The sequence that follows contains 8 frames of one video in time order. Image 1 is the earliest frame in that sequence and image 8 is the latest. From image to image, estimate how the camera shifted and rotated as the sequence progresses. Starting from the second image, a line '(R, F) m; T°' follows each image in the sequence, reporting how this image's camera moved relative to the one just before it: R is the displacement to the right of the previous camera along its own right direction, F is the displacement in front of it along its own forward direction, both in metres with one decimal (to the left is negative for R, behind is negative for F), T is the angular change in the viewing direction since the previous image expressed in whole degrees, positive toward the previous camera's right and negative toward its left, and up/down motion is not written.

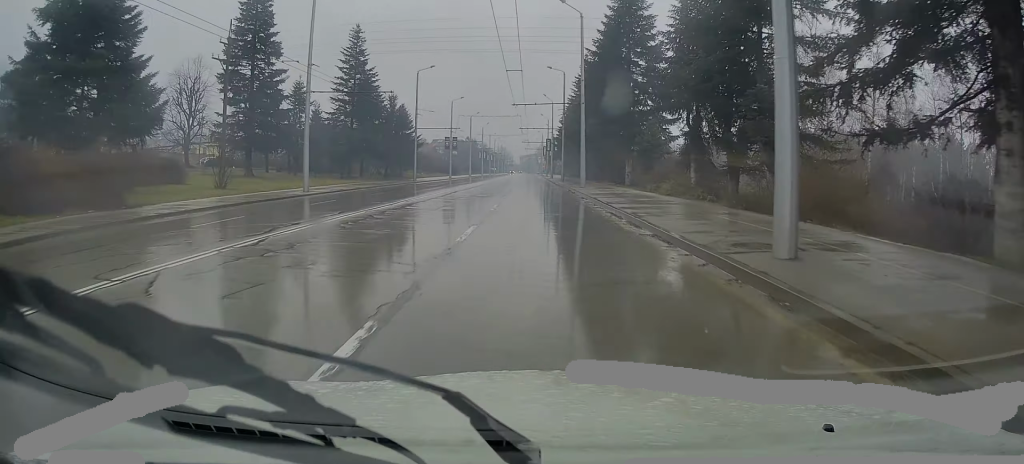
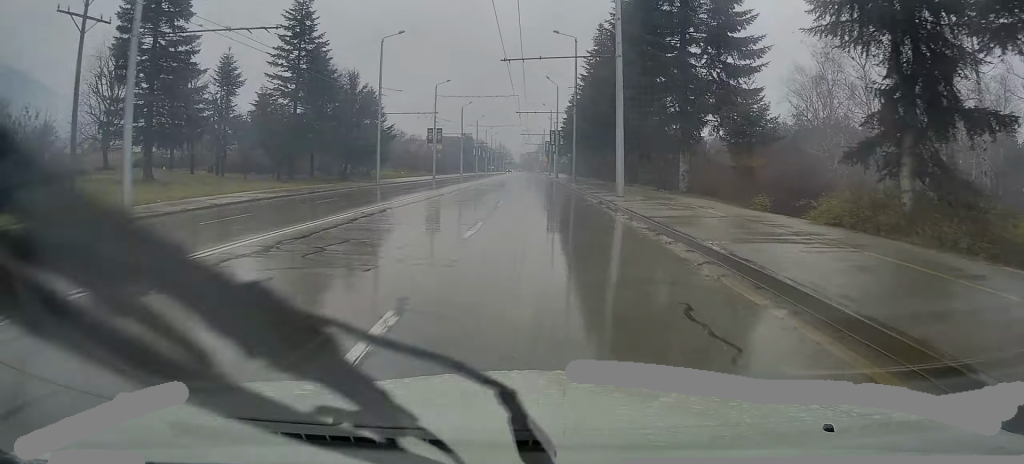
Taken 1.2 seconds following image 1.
(+0.1, +16.9) m; +1°
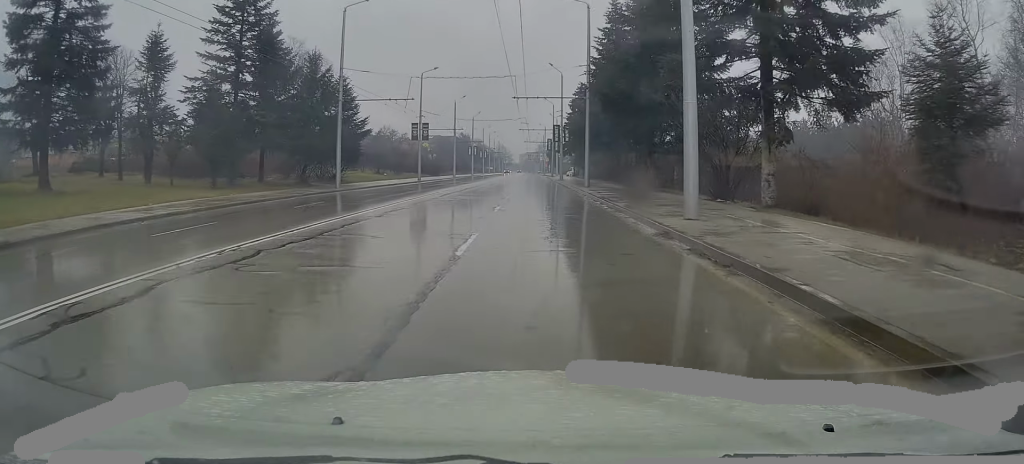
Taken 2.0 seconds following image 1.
(+0.1, +11.0) m; 0°
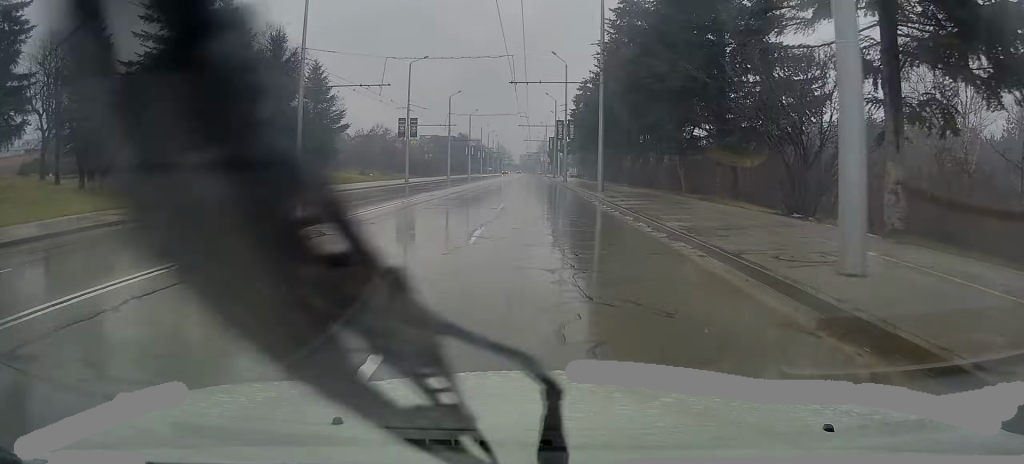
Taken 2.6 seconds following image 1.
(+0.1, +7.4) m; -1°
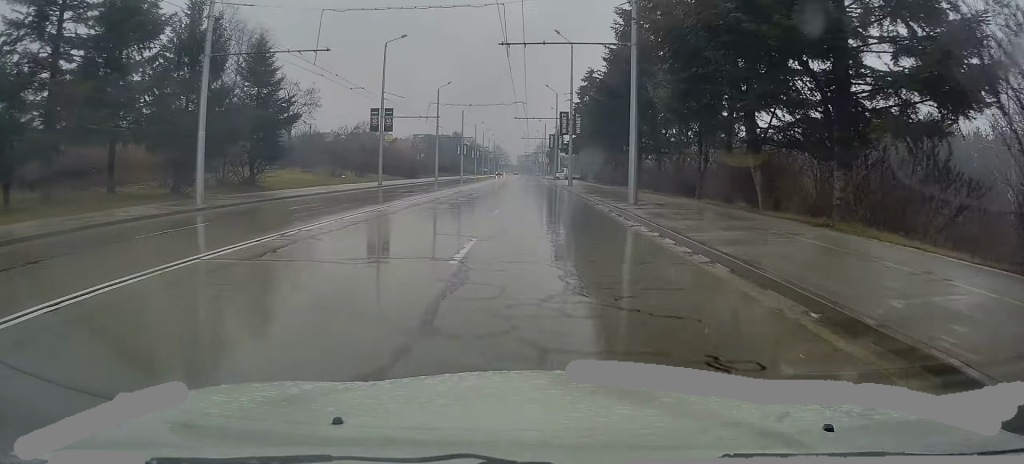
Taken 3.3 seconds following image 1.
(-0.3, +10.7) m; 0°
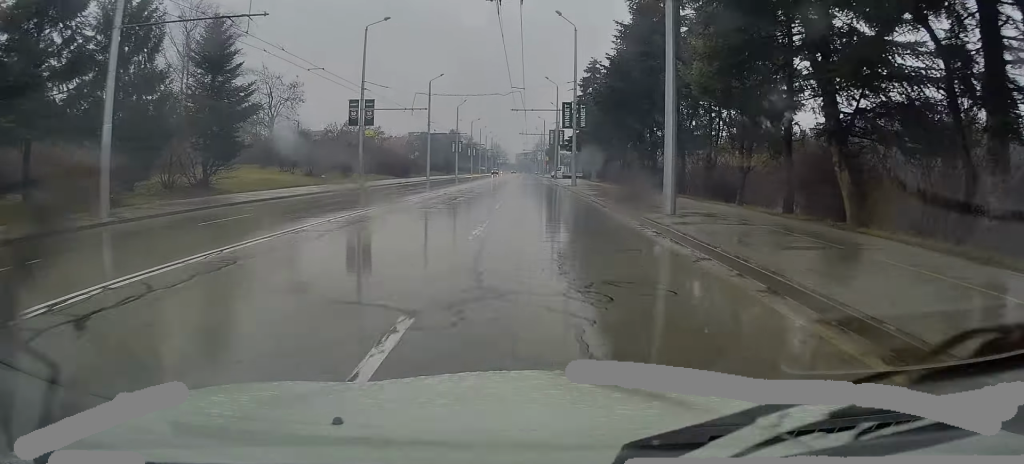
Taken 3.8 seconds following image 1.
(0.0, +6.1) m; +1°
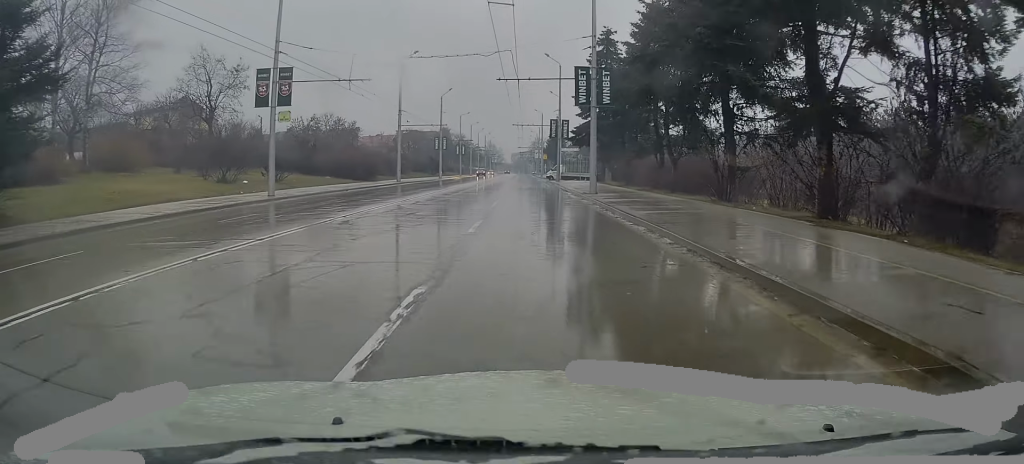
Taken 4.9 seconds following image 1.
(+0.5, +16.6) m; +2°
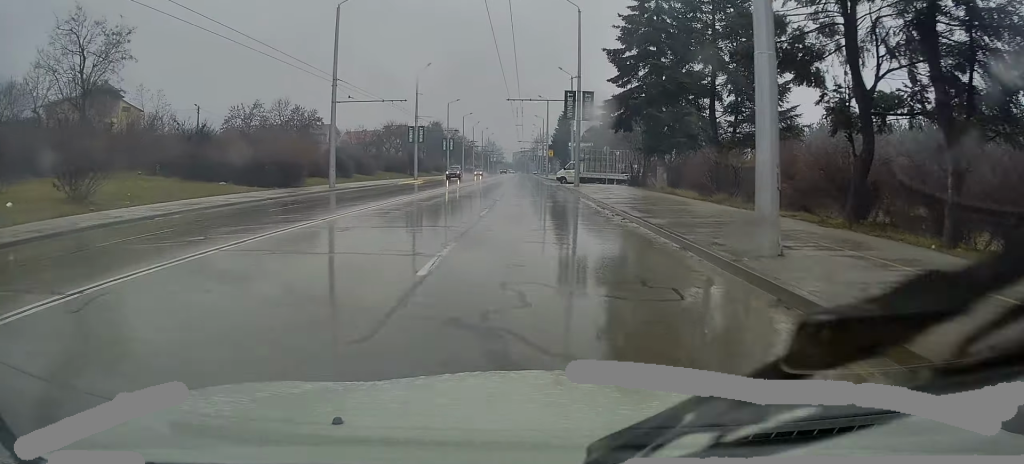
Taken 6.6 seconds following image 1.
(0.0, +23.2) m; +1°
